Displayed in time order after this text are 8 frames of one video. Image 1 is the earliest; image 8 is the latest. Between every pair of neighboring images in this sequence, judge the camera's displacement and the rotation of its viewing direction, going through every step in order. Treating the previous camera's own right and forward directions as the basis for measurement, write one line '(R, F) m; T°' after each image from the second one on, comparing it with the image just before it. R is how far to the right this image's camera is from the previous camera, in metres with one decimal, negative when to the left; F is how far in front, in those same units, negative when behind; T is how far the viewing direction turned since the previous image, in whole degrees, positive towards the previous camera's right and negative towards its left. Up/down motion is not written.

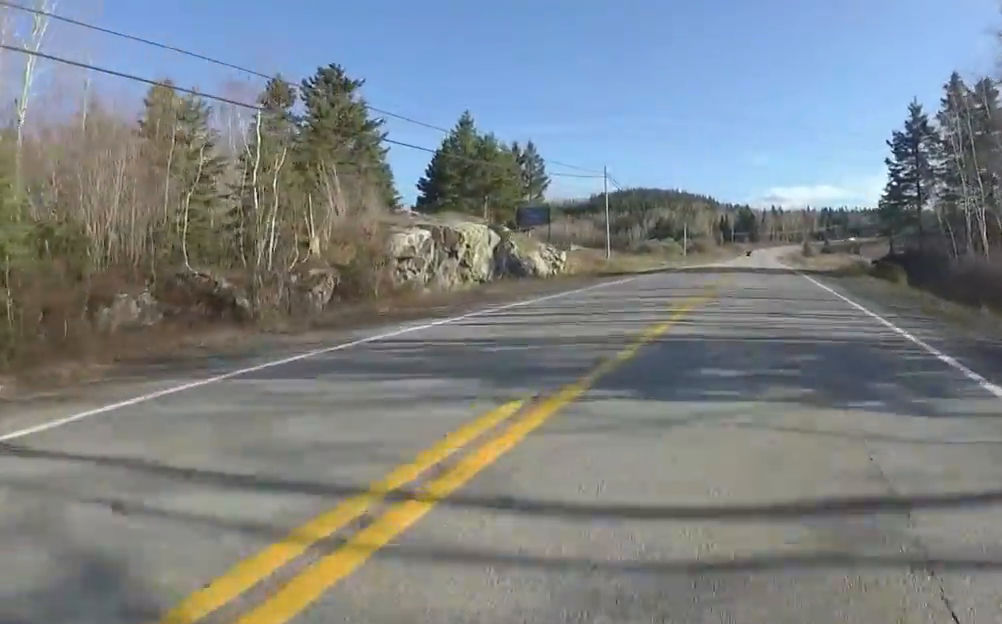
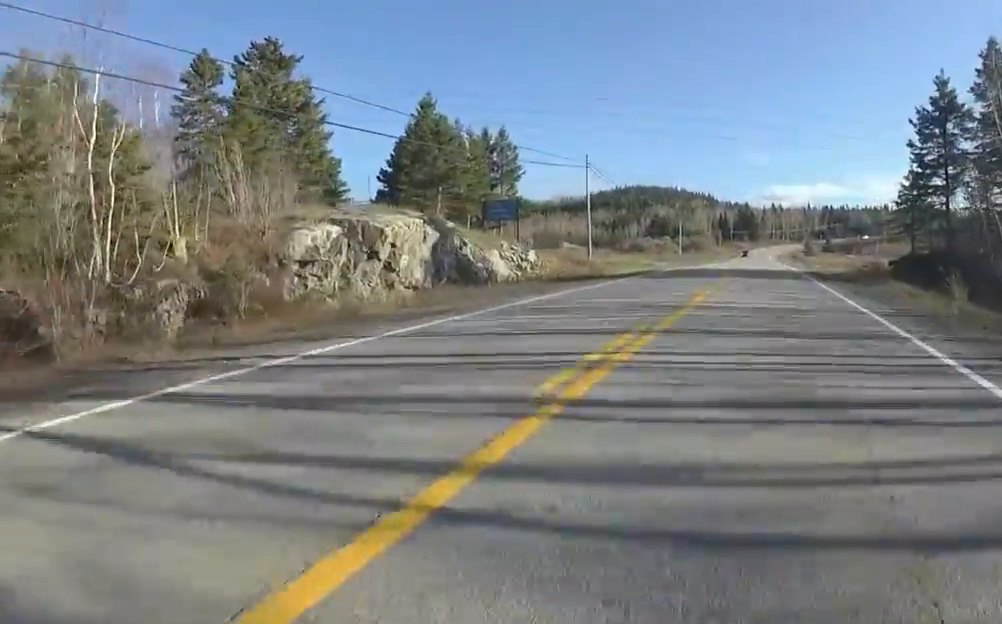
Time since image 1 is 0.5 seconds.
(-0.1, +5.6) m; -1°
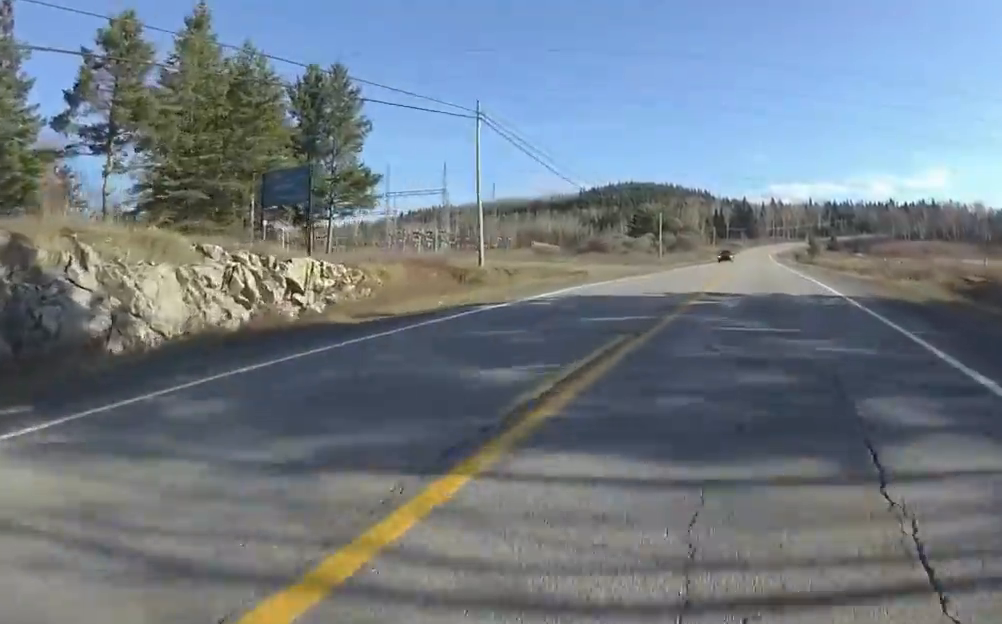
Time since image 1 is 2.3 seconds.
(-0.1, +17.8) m; -2°
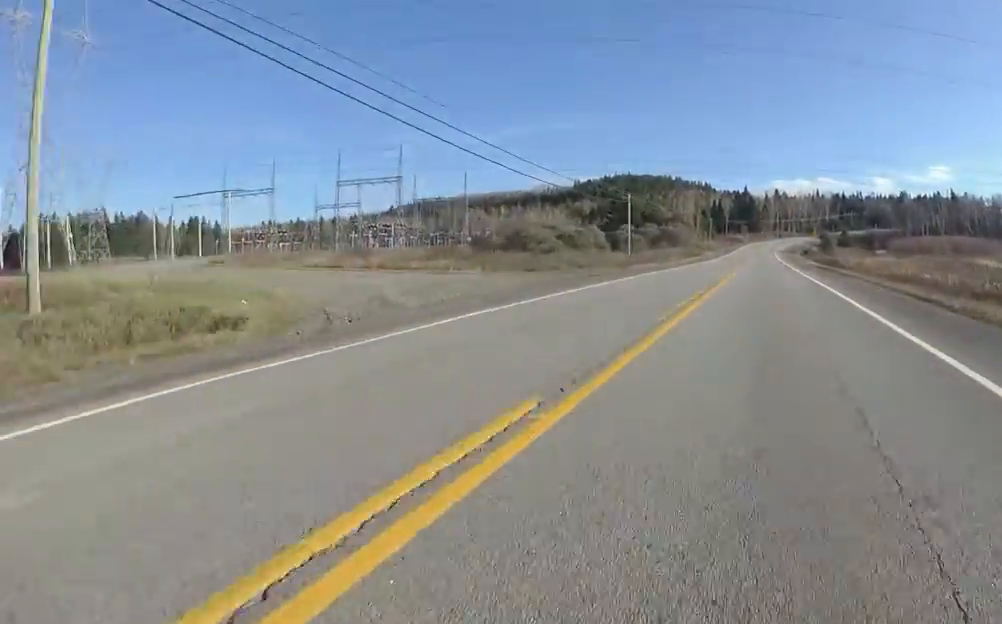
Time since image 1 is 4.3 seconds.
(-0.4, +19.7) m; 0°
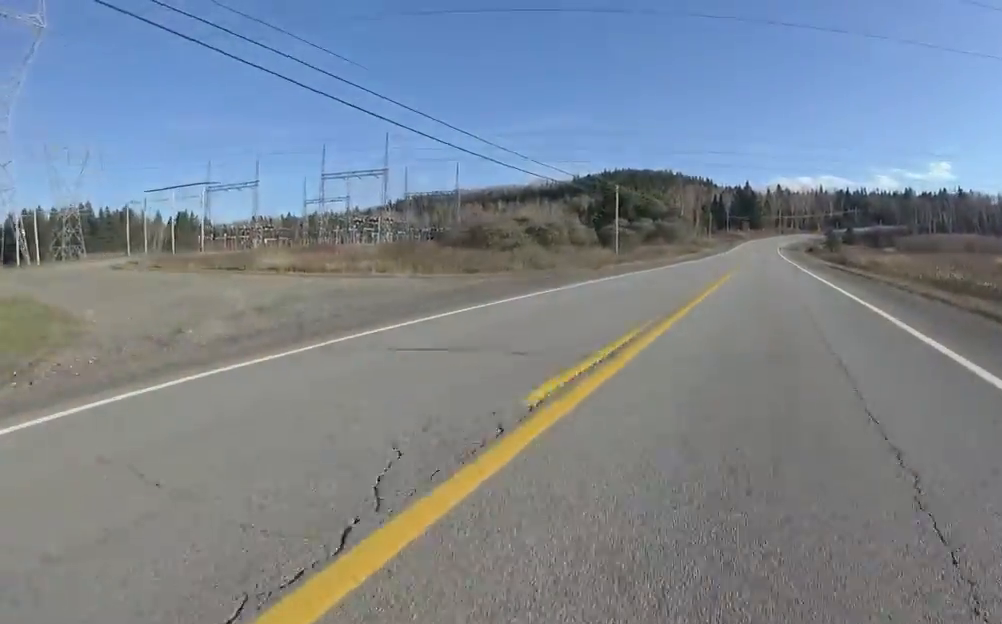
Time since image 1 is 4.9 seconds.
(+0.1, +5.9) m; +2°
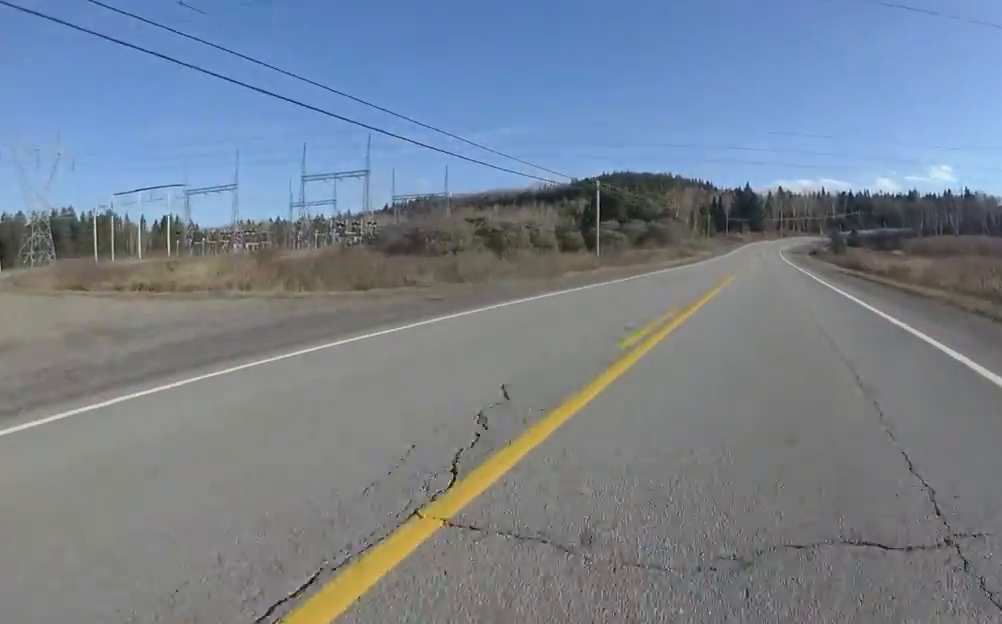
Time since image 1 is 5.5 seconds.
(+0.1, +6.6) m; +2°
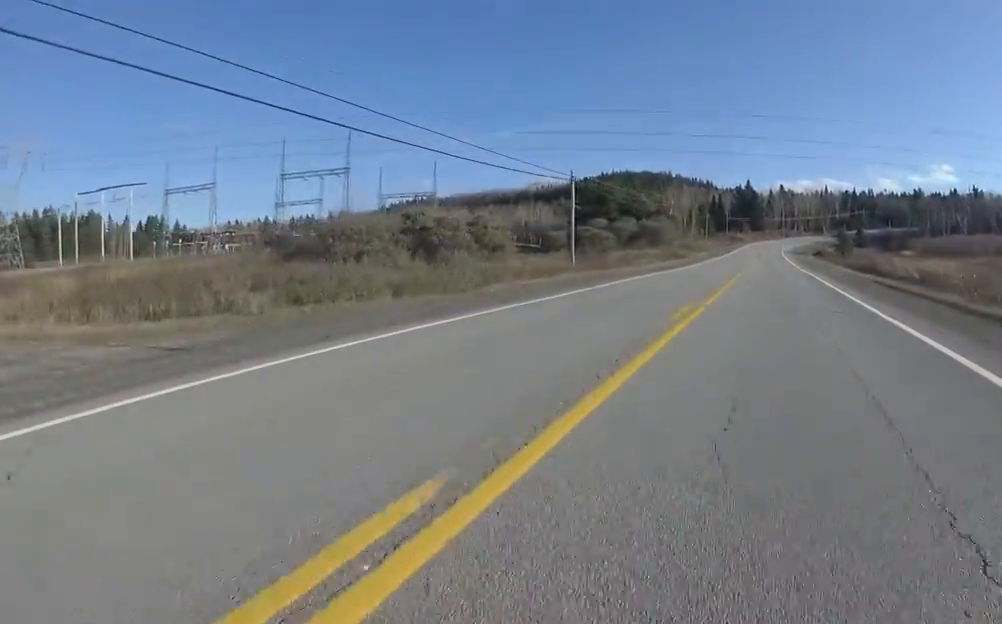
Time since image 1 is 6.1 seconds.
(+0.2, +6.7) m; +1°
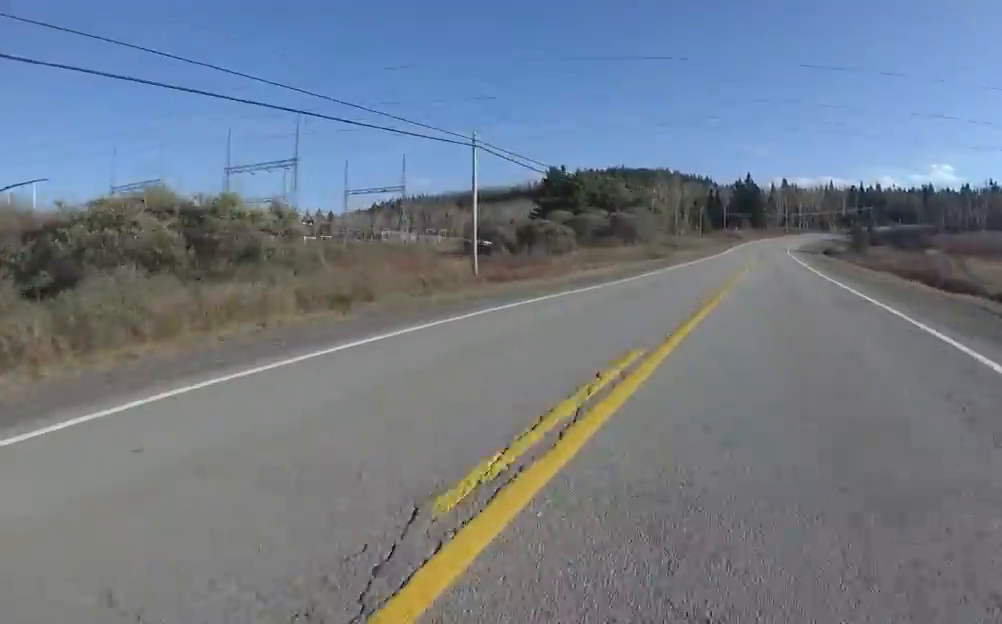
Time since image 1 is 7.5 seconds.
(0.0, +14.7) m; -1°
